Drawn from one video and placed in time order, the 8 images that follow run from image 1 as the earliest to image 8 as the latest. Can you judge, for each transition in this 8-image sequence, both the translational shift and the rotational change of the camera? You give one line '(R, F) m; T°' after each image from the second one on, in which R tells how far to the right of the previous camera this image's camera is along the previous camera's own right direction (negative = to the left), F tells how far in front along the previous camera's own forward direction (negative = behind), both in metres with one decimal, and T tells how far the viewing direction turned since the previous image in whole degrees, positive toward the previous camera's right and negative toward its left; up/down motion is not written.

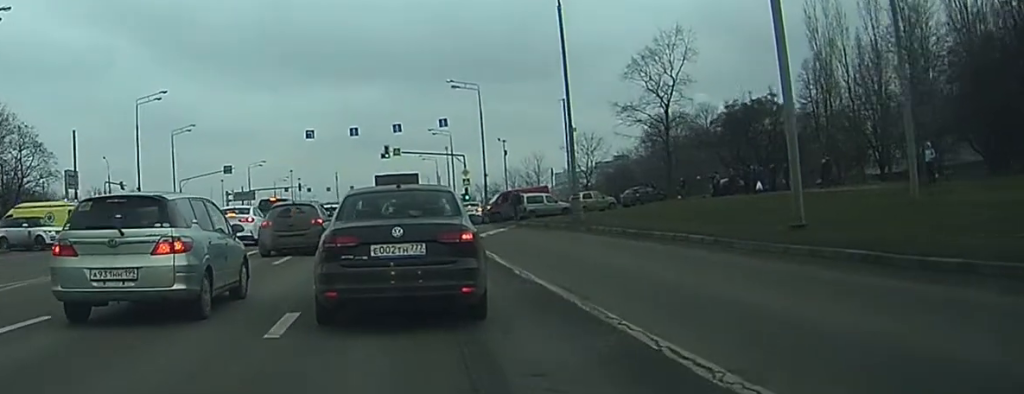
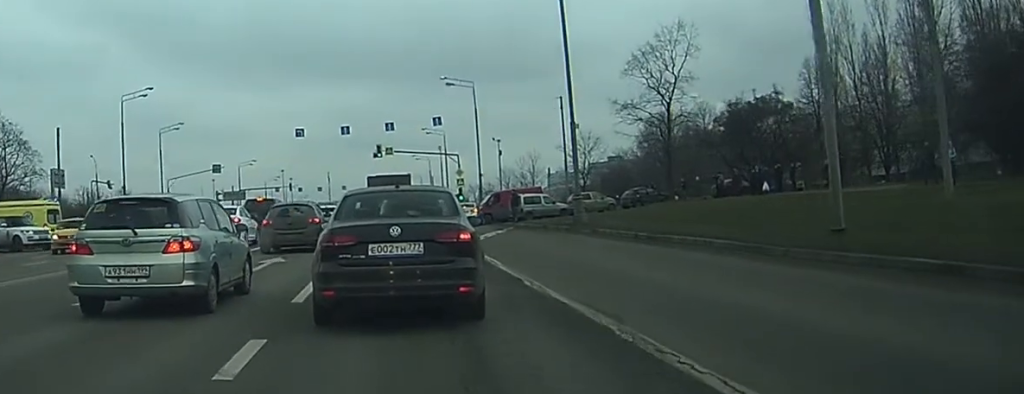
(0.0, +1.6) m; -1°
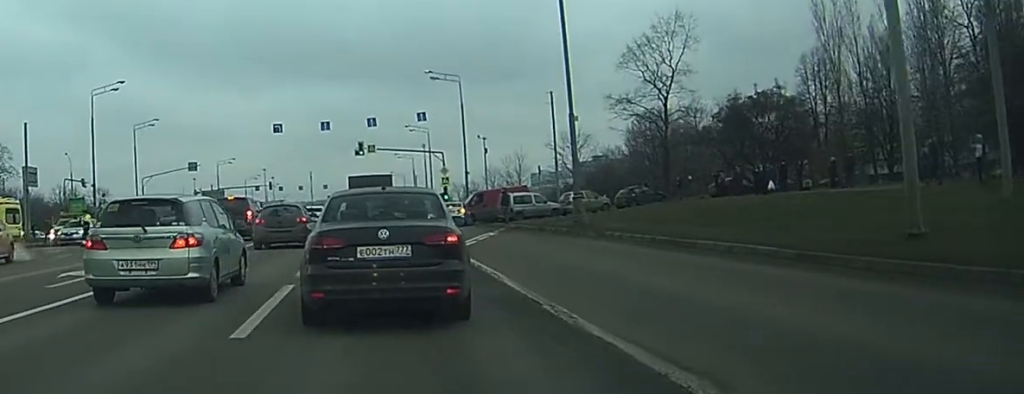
(0.0, +2.7) m; -1°
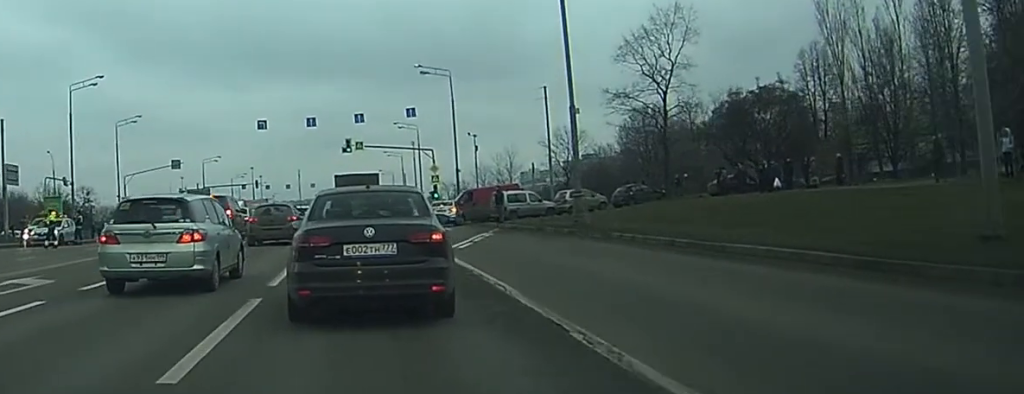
(0.0, +2.1) m; 0°
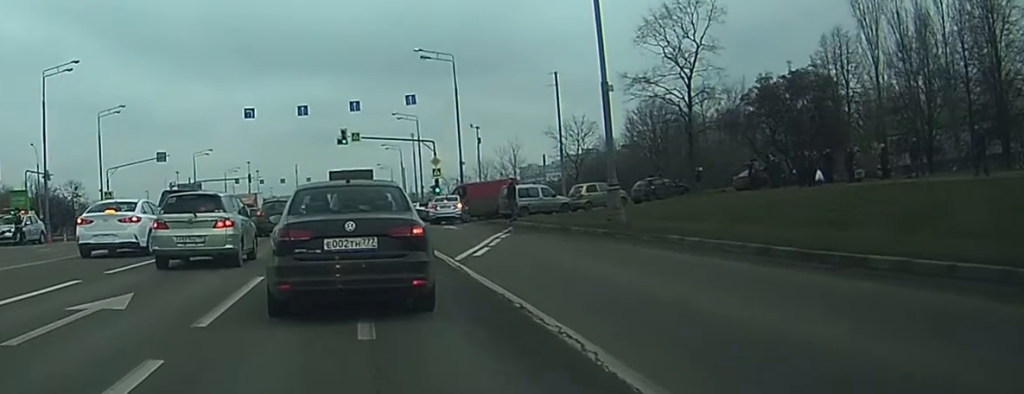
(+0.1, +5.3) m; +2°
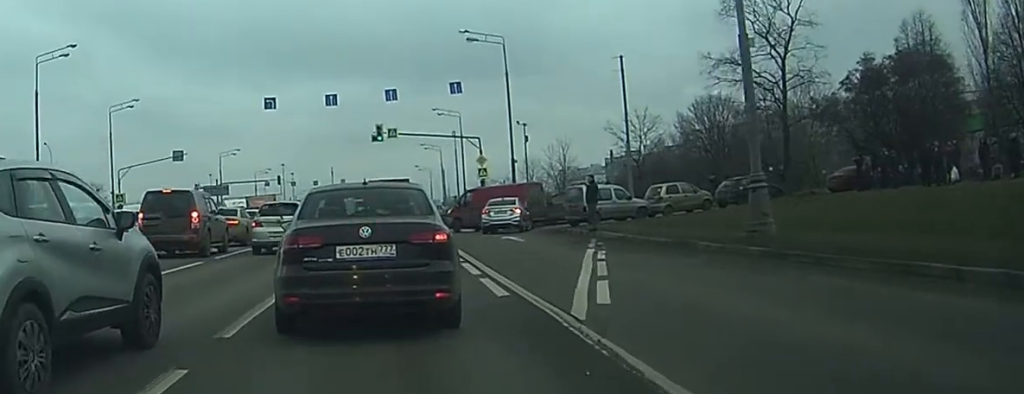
(0.0, +8.3) m; -2°
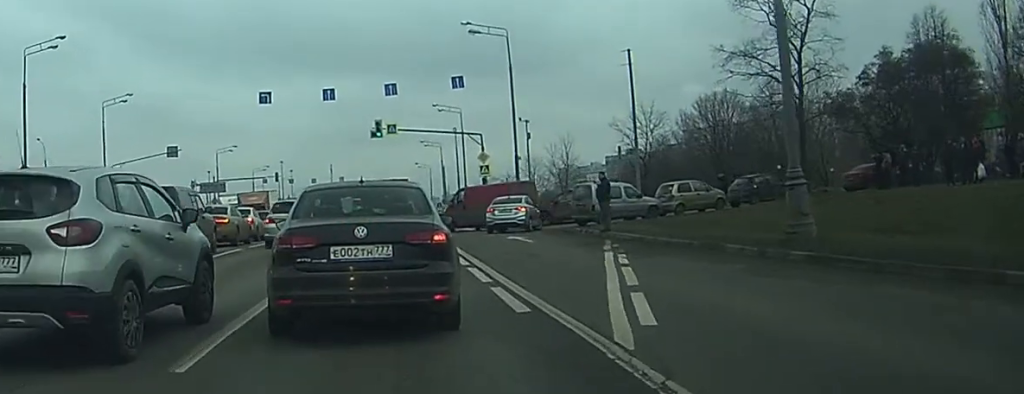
(0.0, +2.0) m; +1°
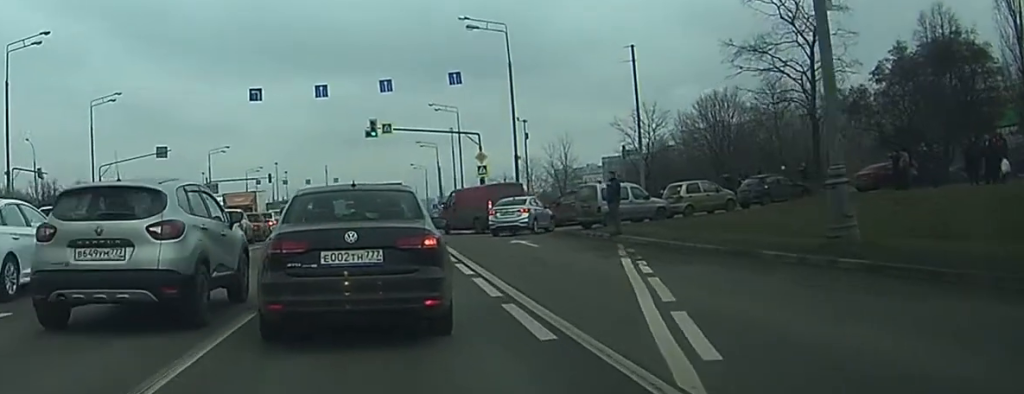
(0.0, +2.1) m; +1°
